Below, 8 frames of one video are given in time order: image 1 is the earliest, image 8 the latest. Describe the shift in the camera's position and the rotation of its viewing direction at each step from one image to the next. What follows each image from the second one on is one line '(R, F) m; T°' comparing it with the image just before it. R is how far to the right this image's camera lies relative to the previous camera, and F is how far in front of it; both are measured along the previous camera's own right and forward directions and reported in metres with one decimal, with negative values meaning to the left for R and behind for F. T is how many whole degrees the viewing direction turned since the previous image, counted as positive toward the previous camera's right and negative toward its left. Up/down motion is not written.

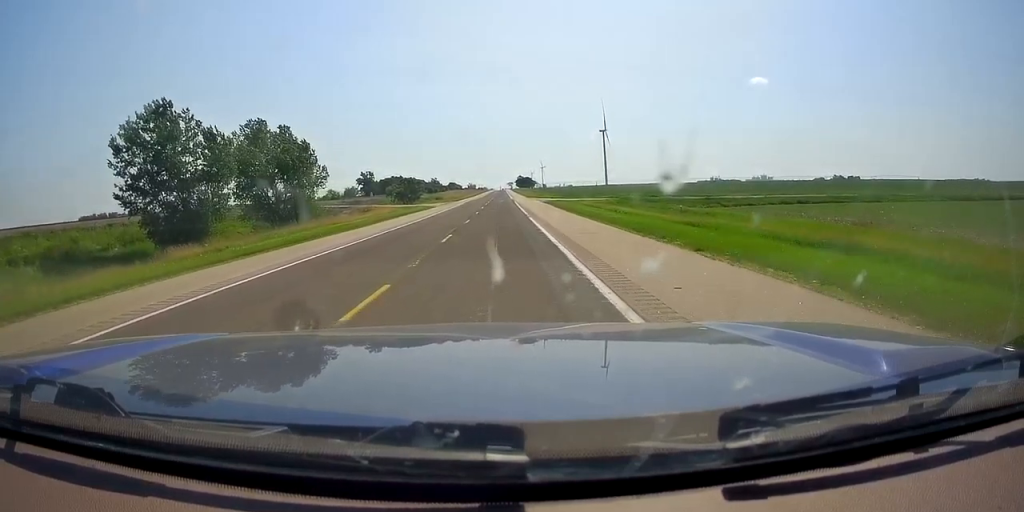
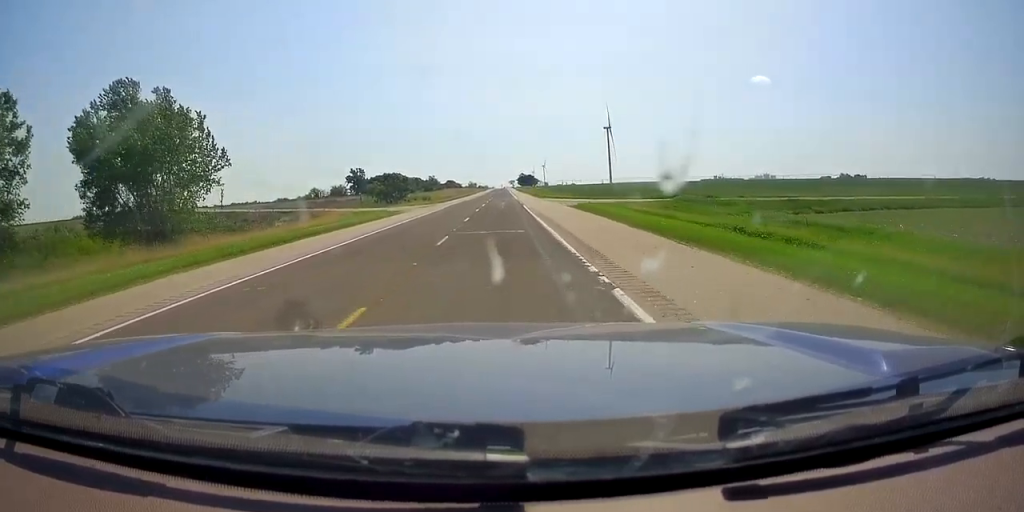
(0.0, +26.7) m; 0°
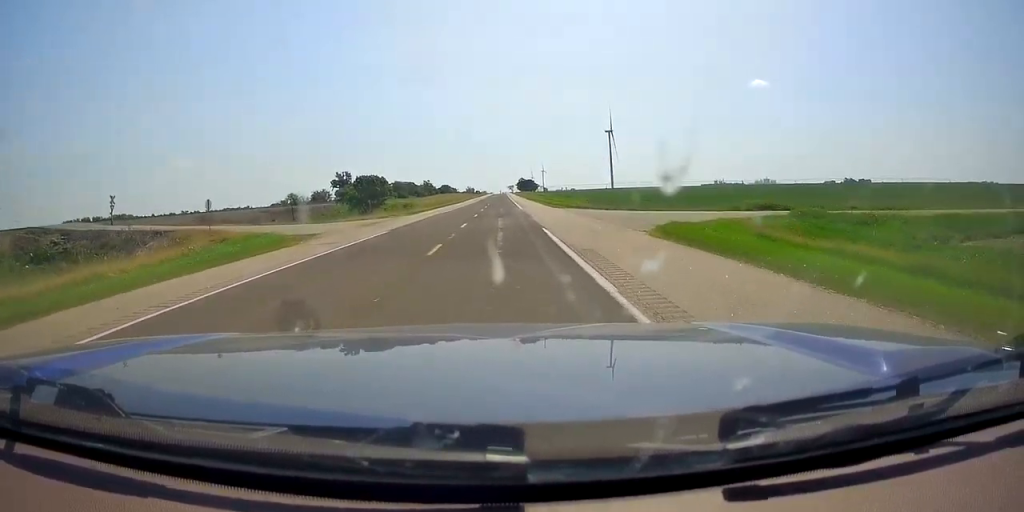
(0.0, +26.2) m; 0°
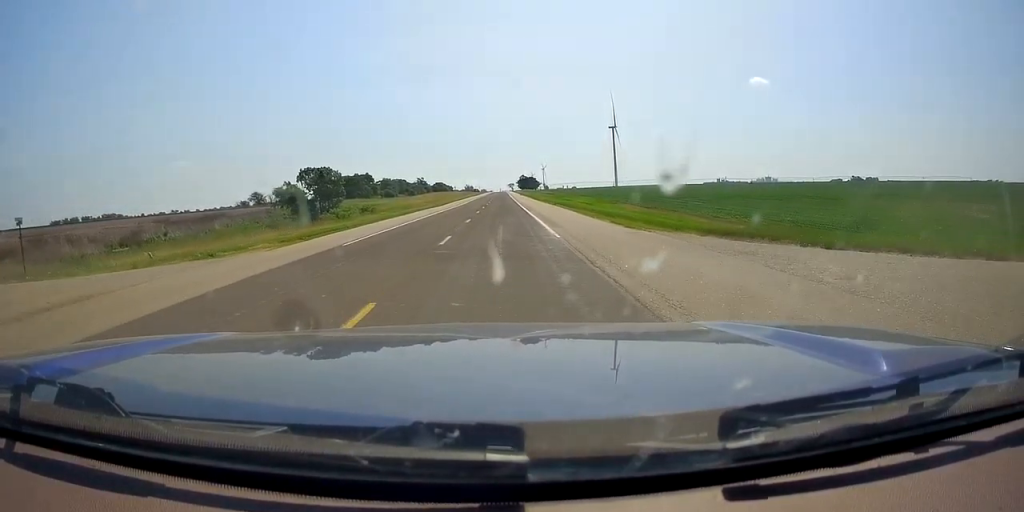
(-0.4, +34.4) m; -1°
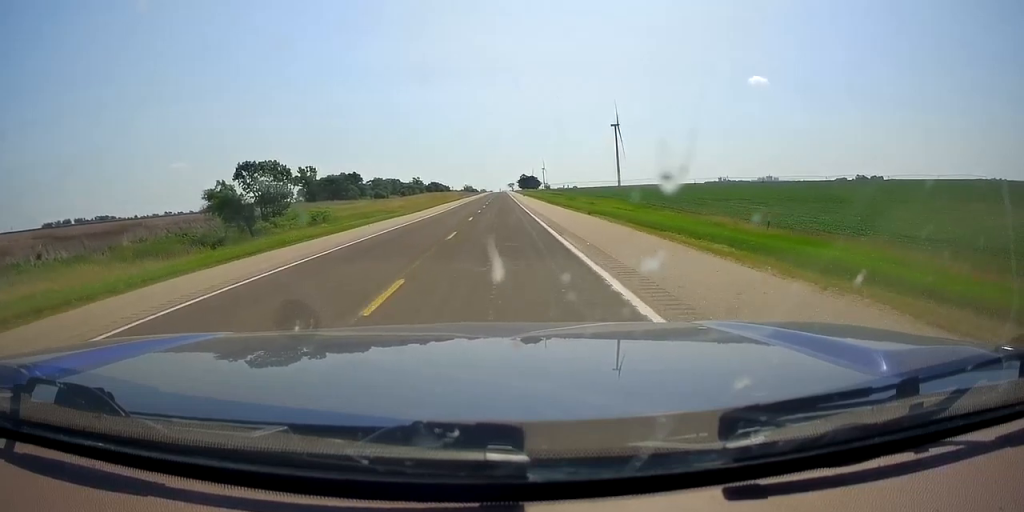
(-0.1, +22.1) m; 0°
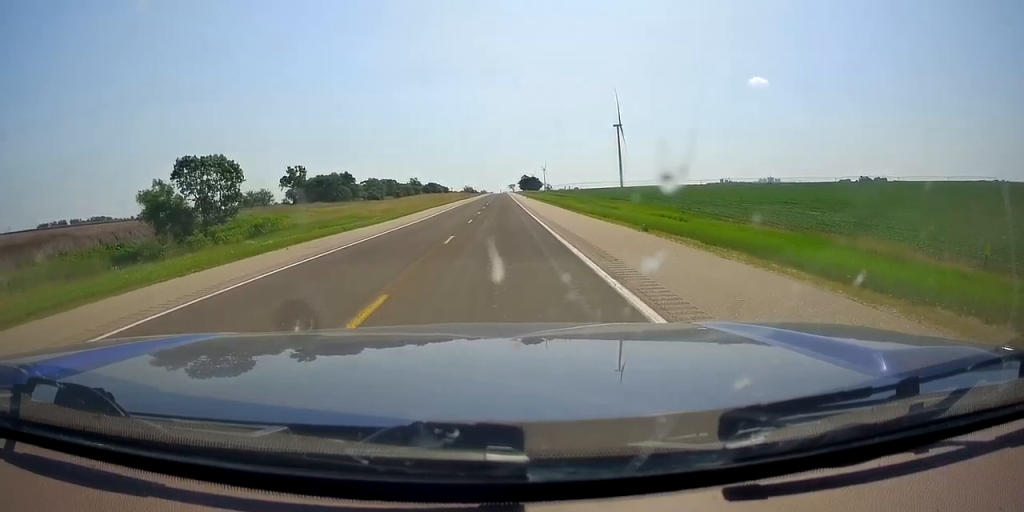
(+0.2, +13.9) m; 0°
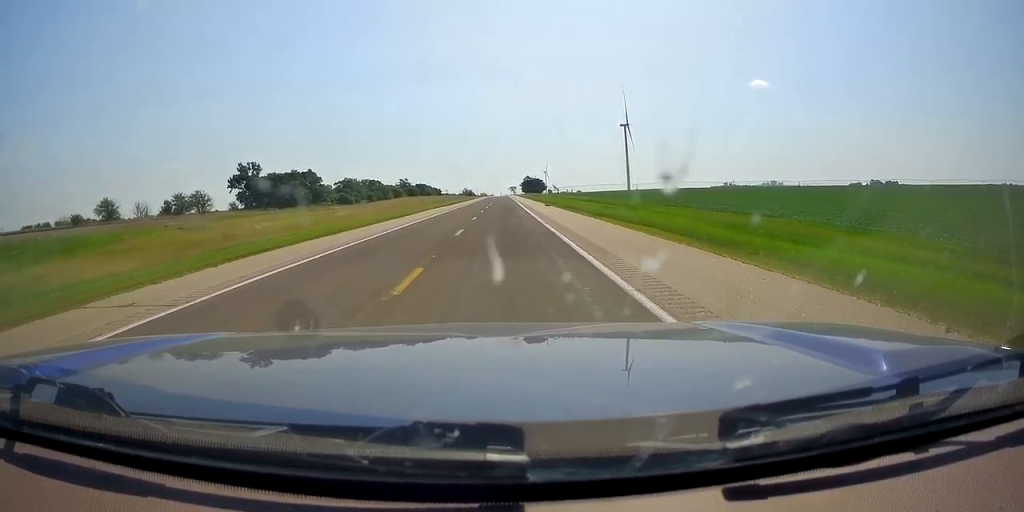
(+0.2, +45.7) m; 0°
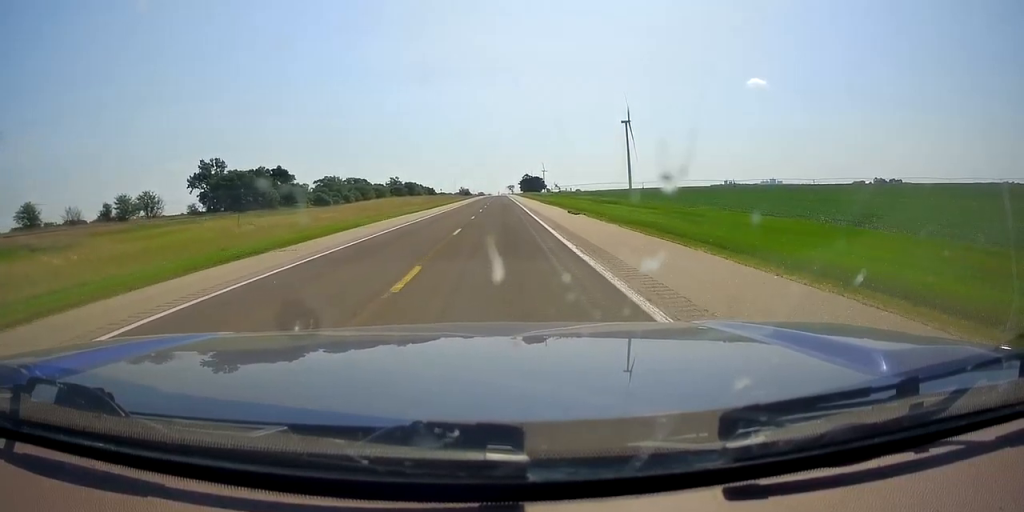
(0.0, +23.9) m; -1°
